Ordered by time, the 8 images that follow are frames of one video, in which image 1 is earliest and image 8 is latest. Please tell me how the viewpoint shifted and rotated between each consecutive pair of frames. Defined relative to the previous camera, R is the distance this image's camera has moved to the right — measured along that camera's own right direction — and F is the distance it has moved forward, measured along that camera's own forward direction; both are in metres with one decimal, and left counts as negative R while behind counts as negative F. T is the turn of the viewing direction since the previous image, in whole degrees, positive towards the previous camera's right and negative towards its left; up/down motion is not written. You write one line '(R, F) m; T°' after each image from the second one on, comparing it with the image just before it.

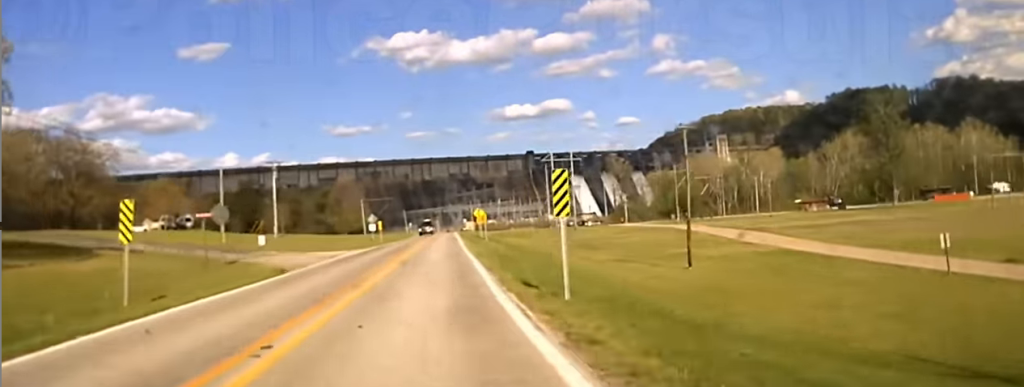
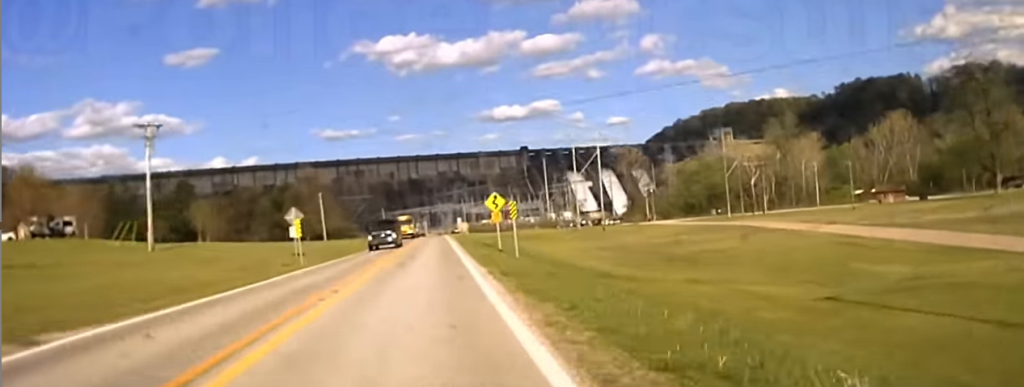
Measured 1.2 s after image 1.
(+0.4, +46.8) m; +1°
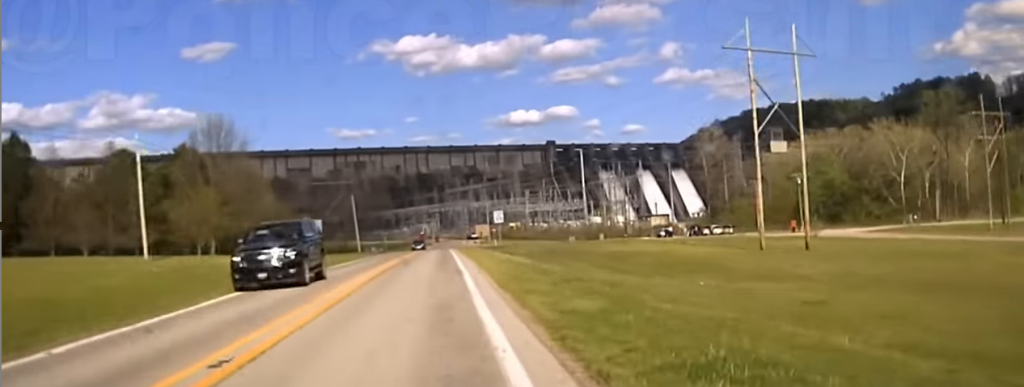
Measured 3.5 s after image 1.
(-0.6, +88.0) m; -1°
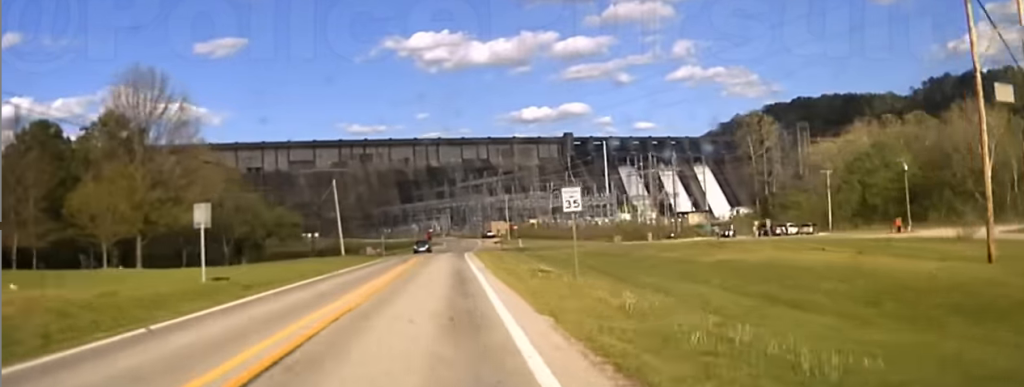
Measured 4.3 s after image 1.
(-0.1, +30.0) m; 0°
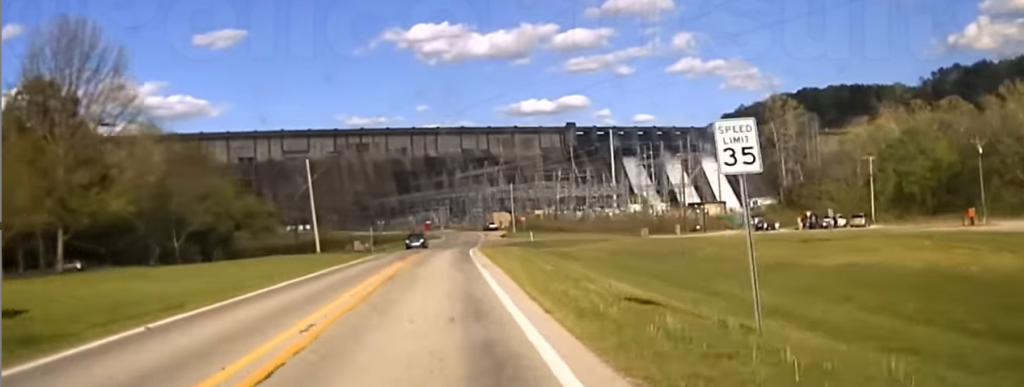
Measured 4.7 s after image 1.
(0.0, +17.4) m; 0°
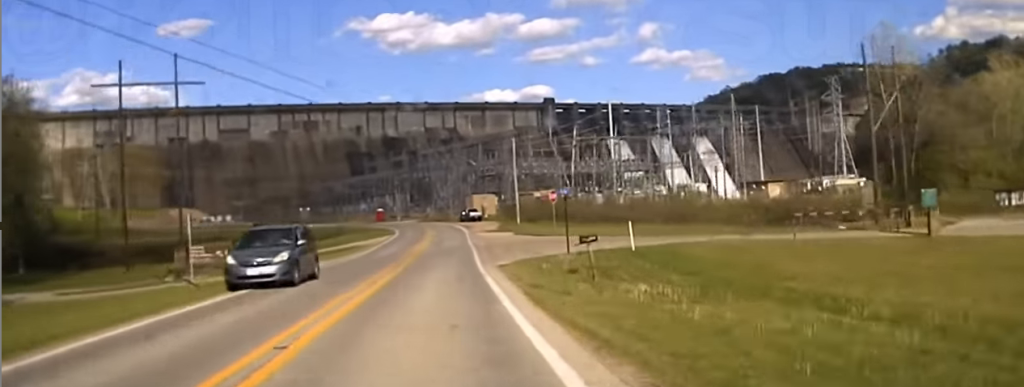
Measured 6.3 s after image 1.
(+1.3, +58.2) m; +3°
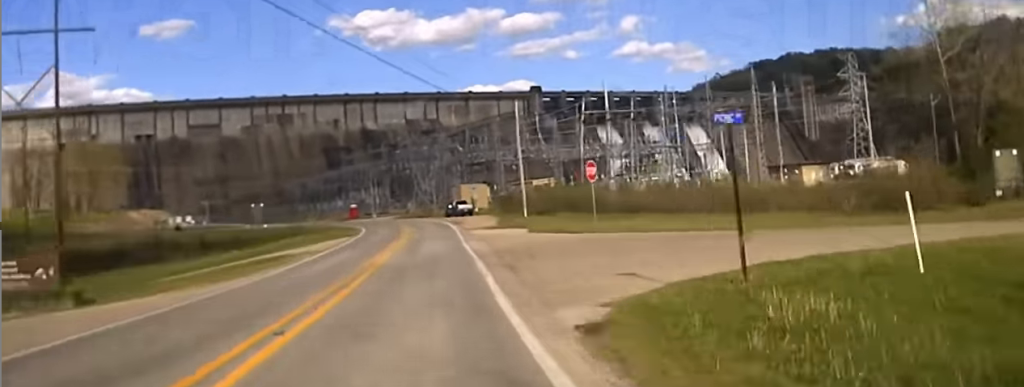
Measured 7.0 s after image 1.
(+0.2, +22.1) m; 0°
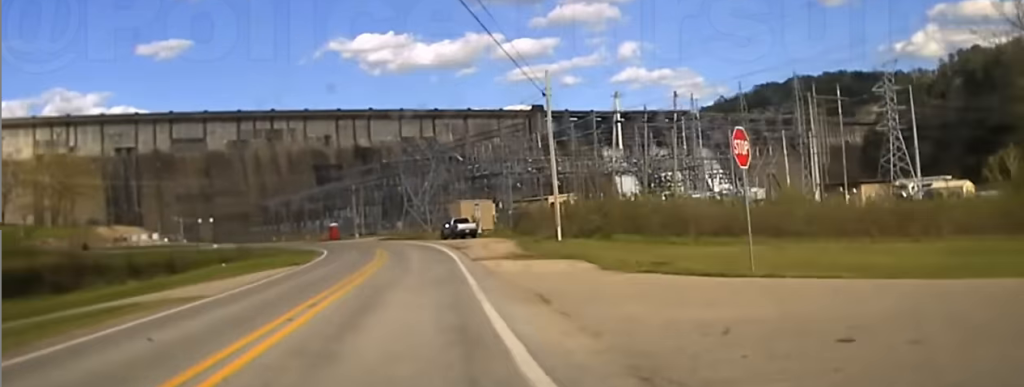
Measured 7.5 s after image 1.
(+0.2, +19.1) m; -1°
